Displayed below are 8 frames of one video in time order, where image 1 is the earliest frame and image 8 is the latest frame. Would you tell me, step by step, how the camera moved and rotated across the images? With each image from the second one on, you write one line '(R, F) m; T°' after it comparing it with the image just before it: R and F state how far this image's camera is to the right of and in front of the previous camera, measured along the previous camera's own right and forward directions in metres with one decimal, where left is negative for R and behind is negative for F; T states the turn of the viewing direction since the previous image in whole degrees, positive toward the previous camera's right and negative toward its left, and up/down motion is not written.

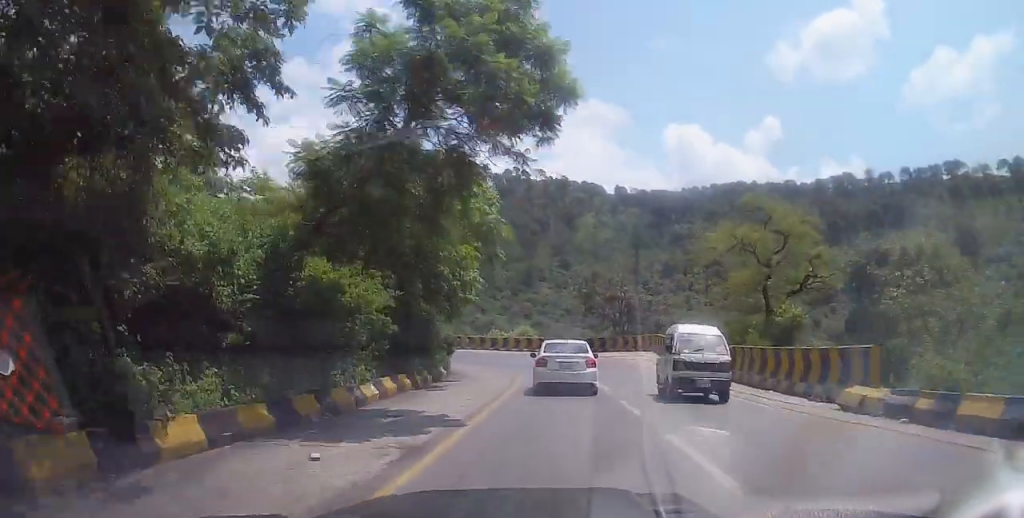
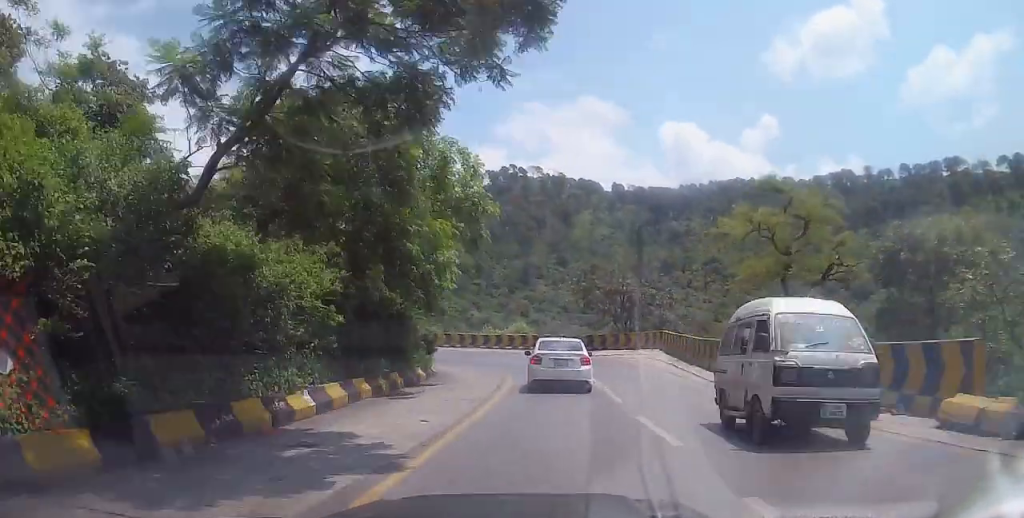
(0.0, +3.8) m; +1°
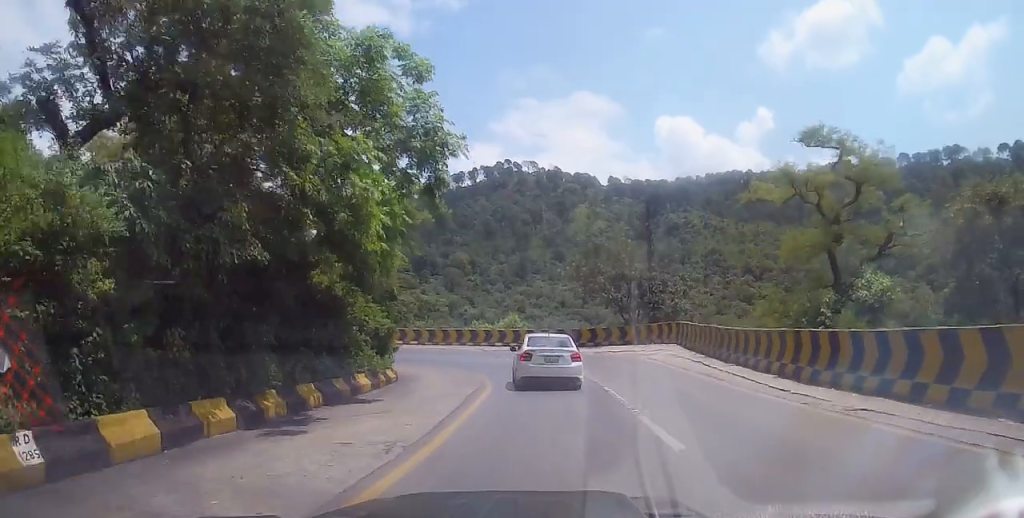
(+0.4, +6.6) m; 0°
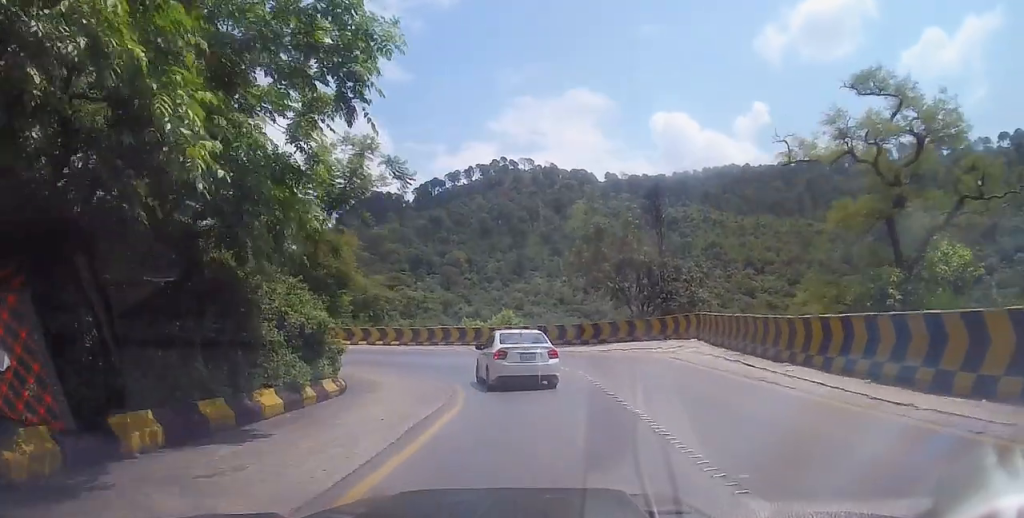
(-0.1, +5.5) m; -1°
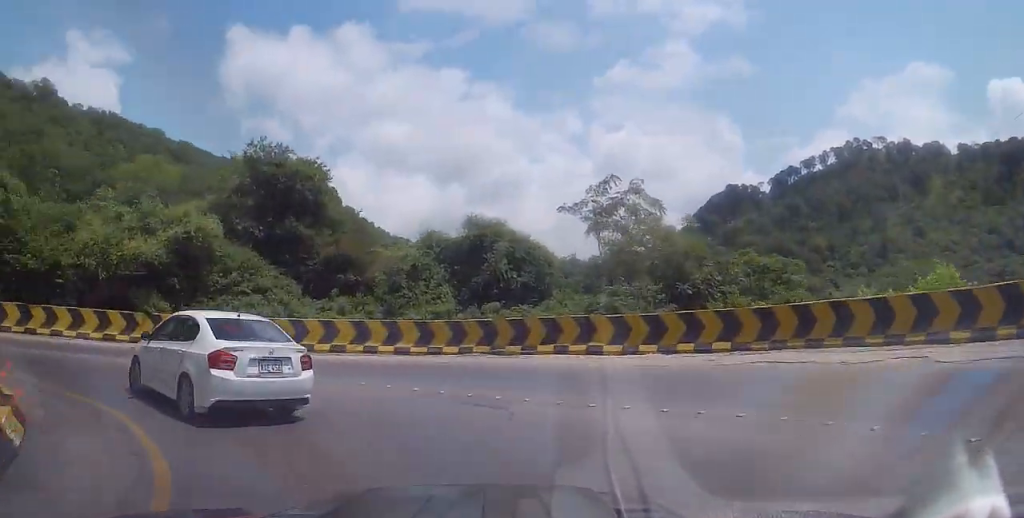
(-4.3, +25.8) m; -36°
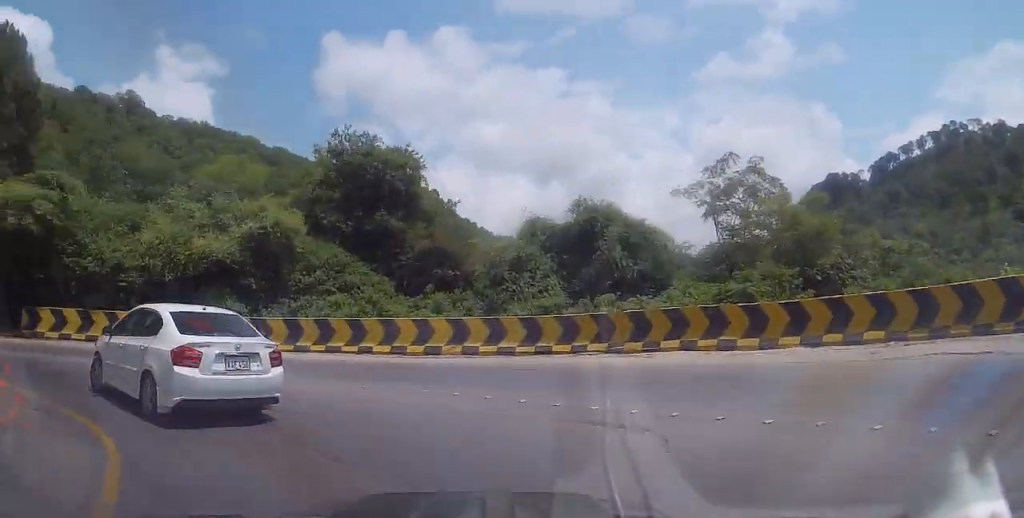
(0.0, +2.7) m; -10°
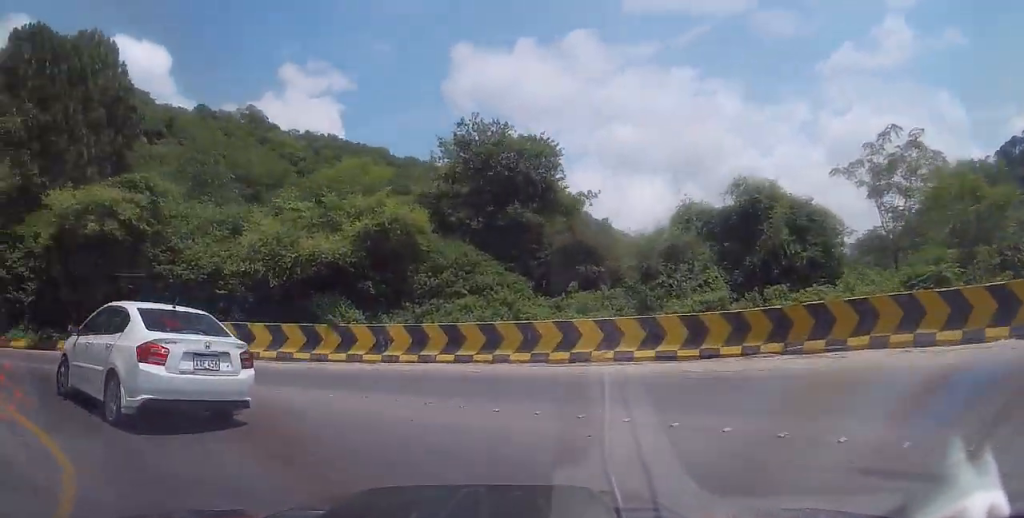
(-0.6, +3.0) m; -14°
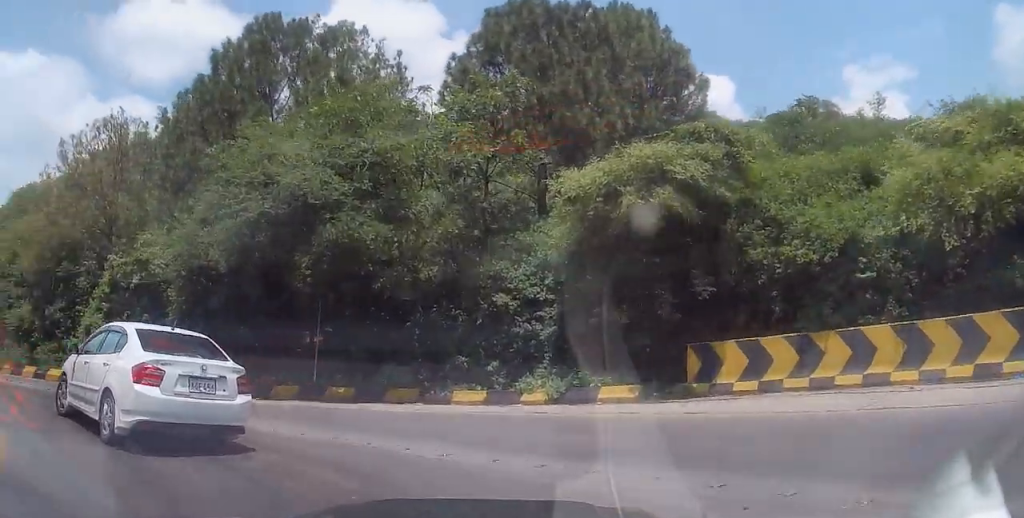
(-3.9, +8.2) m; -55°
